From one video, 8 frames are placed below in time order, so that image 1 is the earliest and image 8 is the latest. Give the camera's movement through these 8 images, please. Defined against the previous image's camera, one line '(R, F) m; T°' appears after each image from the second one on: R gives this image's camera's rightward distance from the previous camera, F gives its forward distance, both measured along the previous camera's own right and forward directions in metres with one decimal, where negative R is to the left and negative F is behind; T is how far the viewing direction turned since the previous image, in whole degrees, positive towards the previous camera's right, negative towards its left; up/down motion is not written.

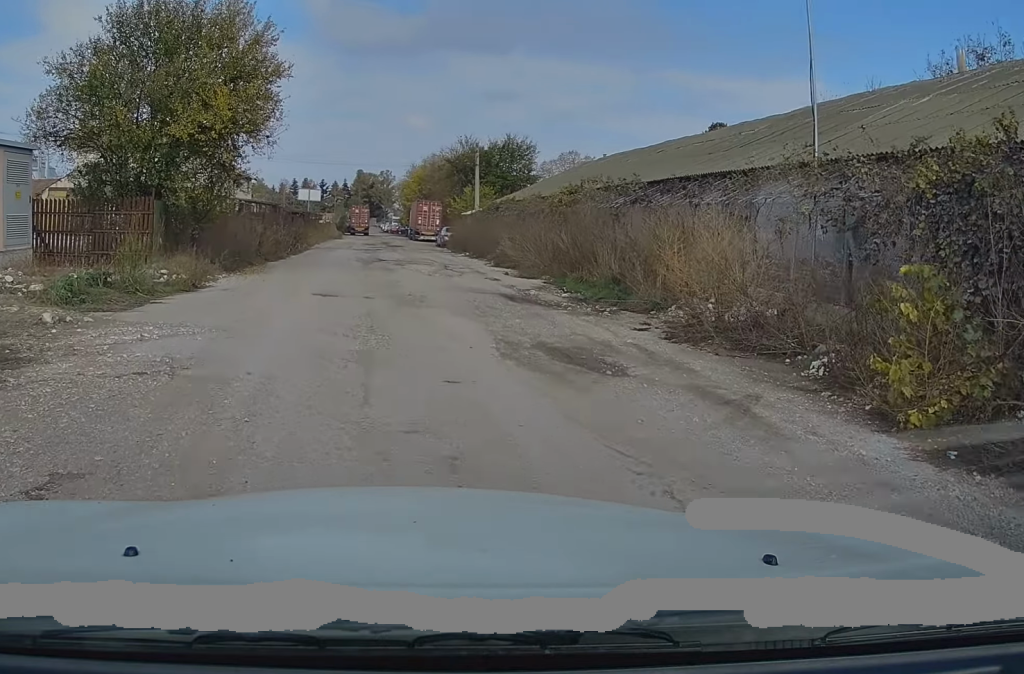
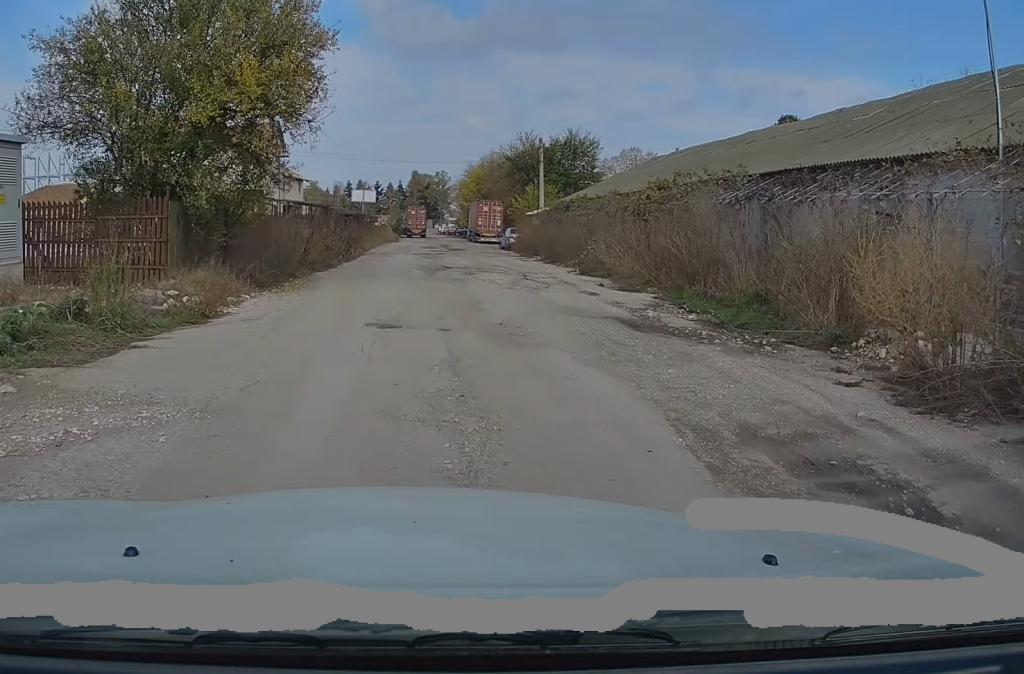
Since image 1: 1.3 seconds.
(-0.1, +4.0) m; -1°
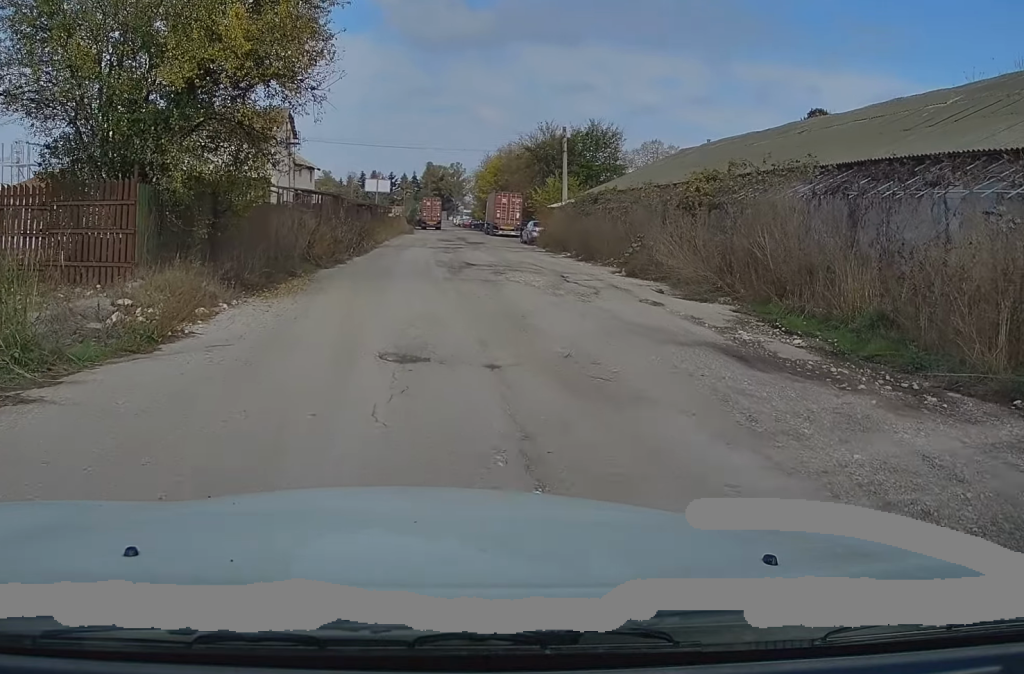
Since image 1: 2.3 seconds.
(0.0, +3.1) m; -1°
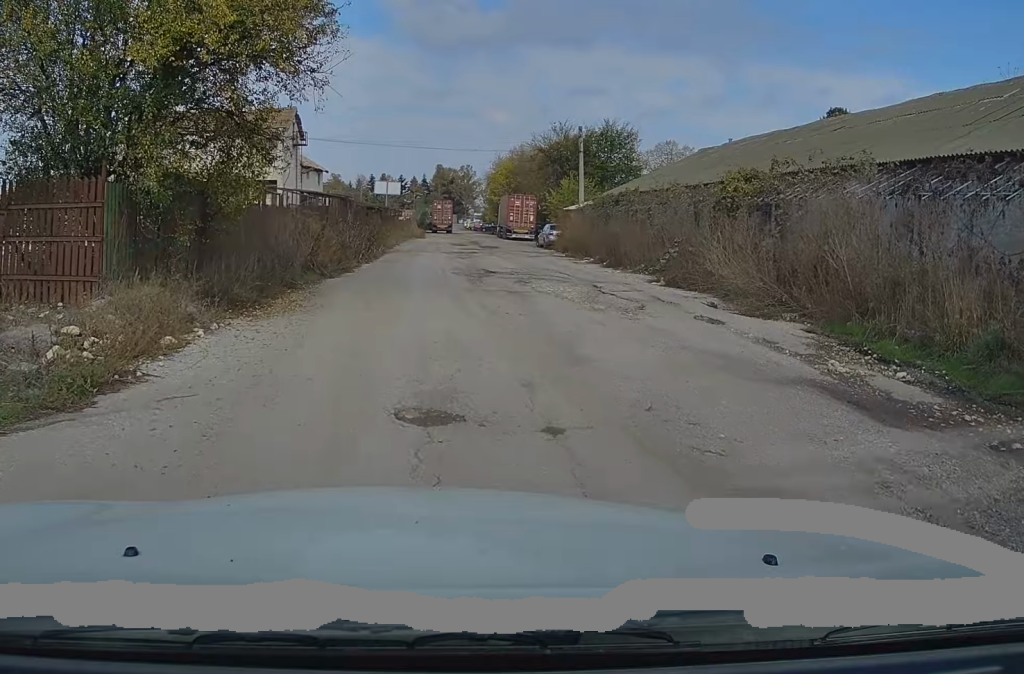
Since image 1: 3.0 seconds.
(0.0, +2.1) m; 0°
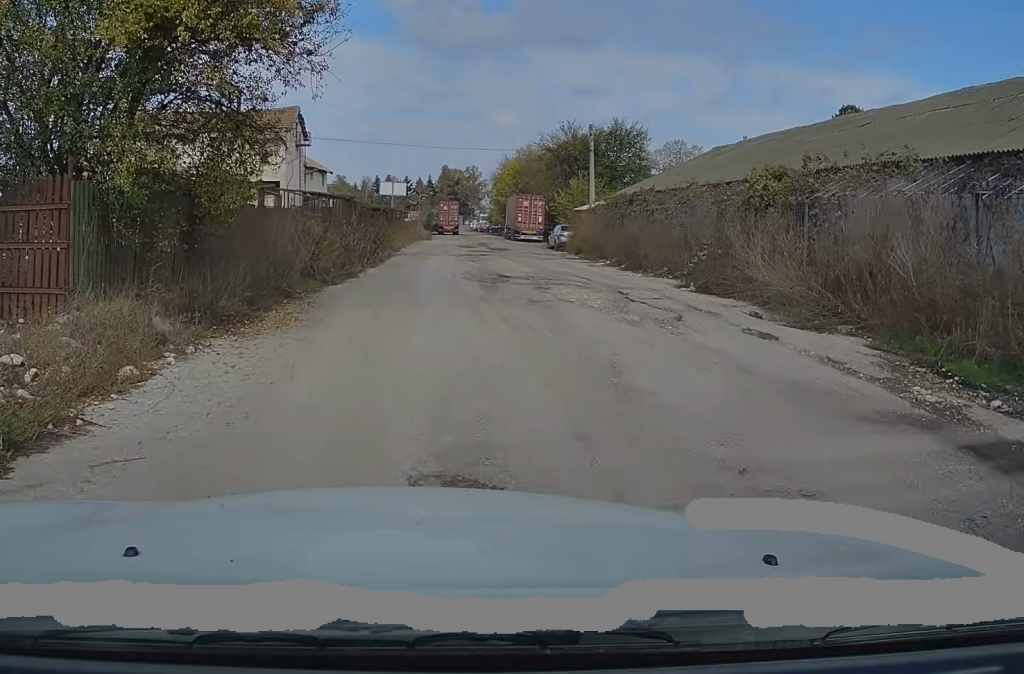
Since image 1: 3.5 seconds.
(0.0, +1.5) m; +1°
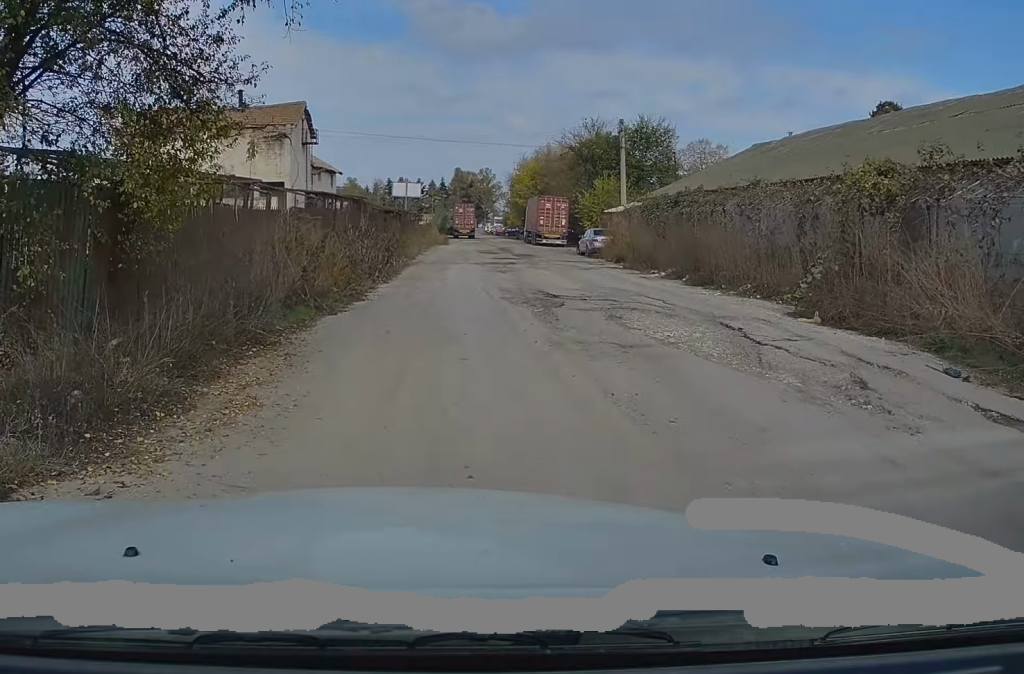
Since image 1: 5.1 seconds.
(+0.1, +4.6) m; -1°
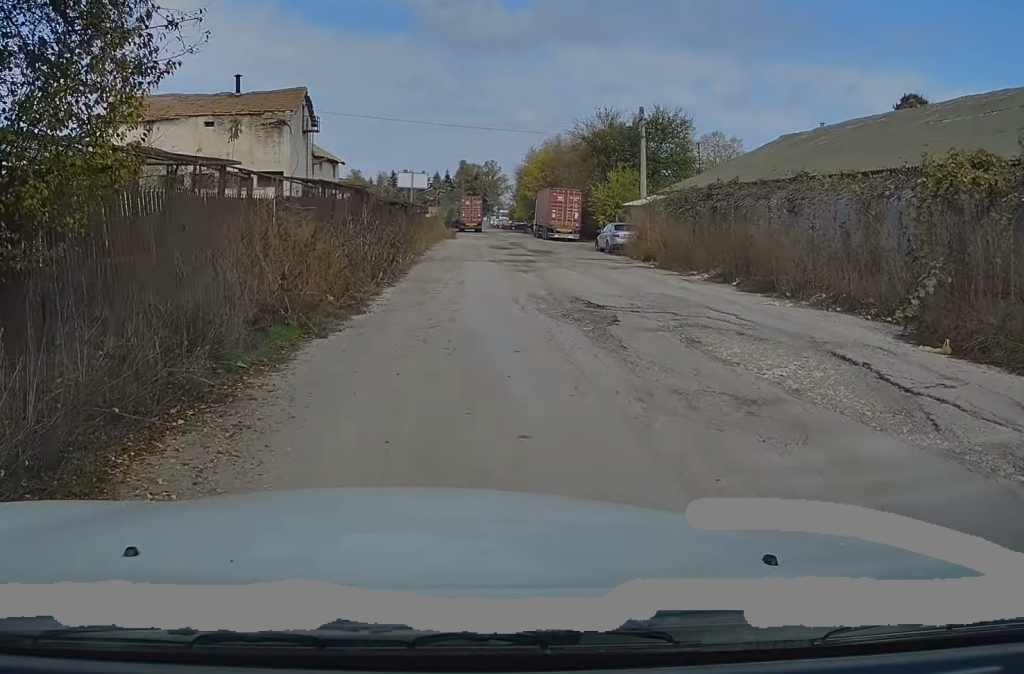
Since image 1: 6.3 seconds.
(-0.1, +3.2) m; 0°
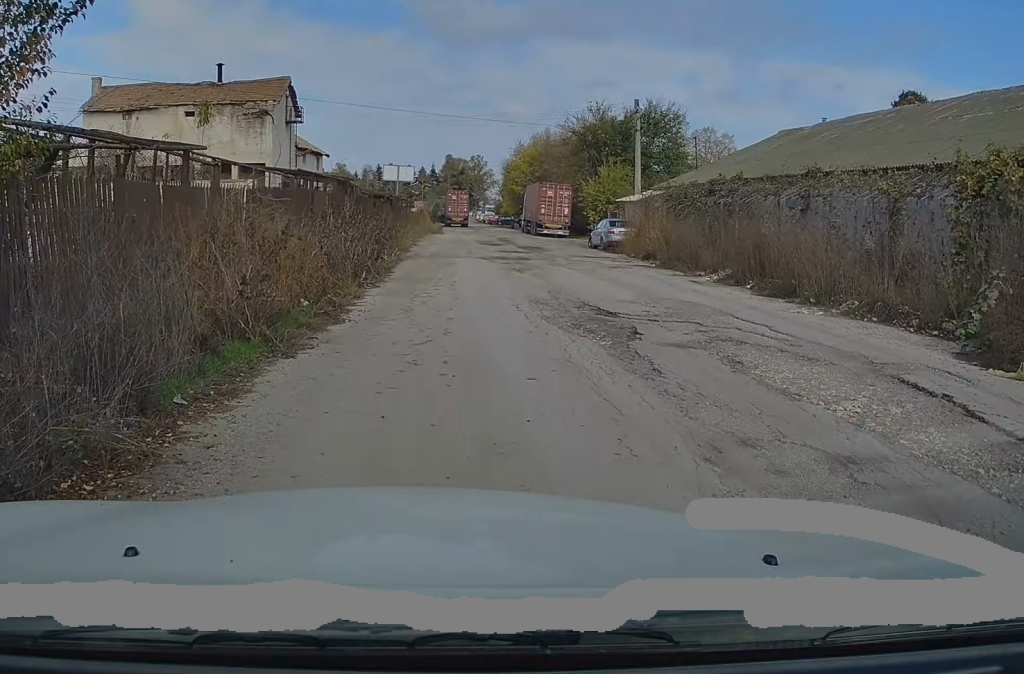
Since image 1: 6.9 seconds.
(0.0, +1.7) m; +2°
